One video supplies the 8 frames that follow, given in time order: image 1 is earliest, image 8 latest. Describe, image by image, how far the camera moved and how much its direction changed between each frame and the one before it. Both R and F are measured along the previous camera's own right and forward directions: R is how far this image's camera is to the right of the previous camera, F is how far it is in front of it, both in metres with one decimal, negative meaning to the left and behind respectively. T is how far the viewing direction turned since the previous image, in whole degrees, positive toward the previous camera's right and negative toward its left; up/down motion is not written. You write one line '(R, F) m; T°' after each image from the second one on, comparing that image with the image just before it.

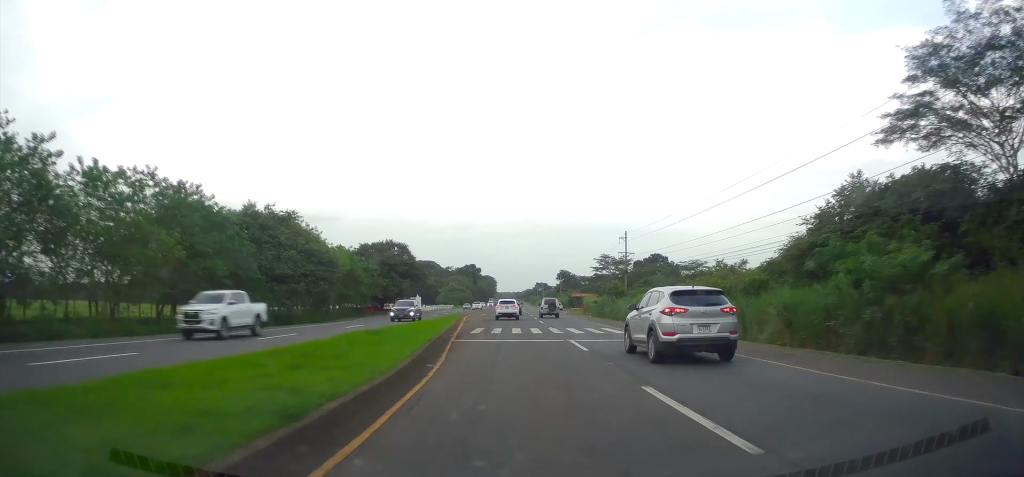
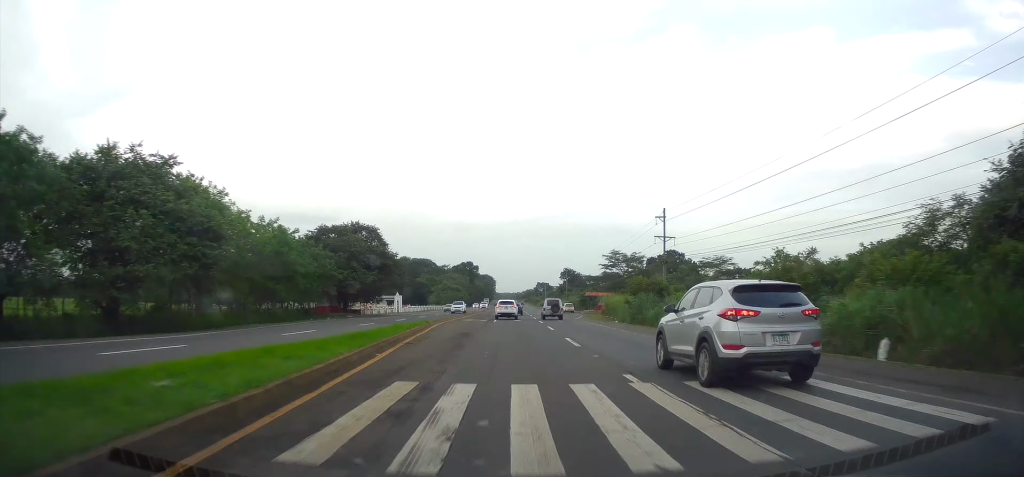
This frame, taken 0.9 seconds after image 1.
(-0.2, +21.7) m; 0°
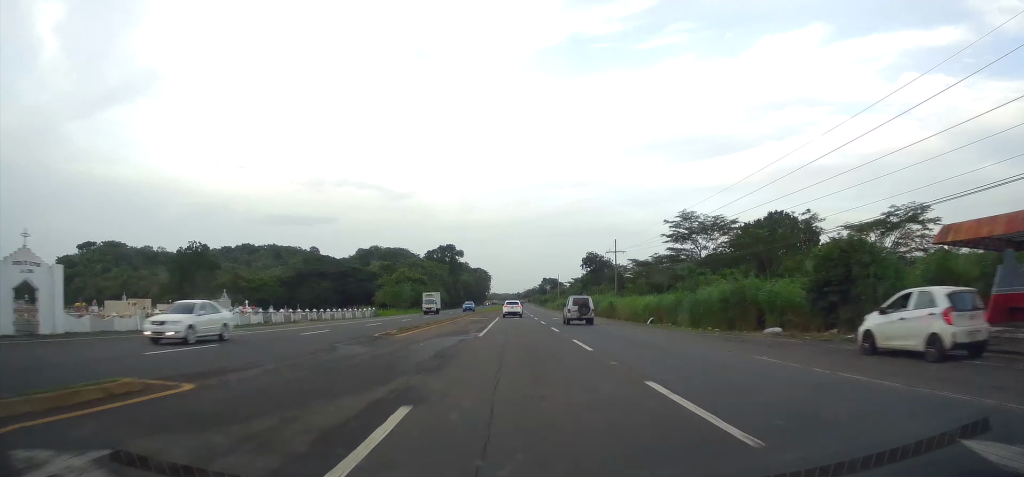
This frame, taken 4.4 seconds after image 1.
(+0.6, +82.0) m; +1°
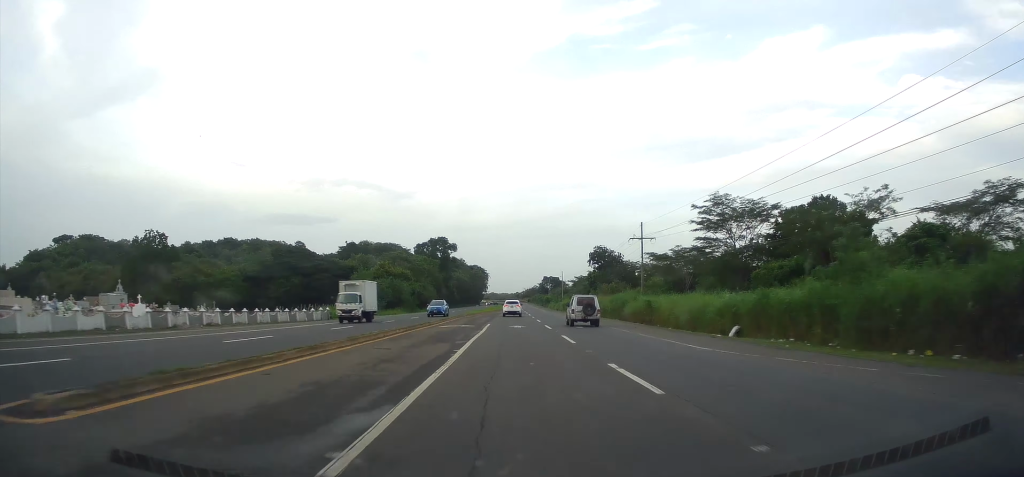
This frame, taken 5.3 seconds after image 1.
(+0.1, +19.4) m; 0°
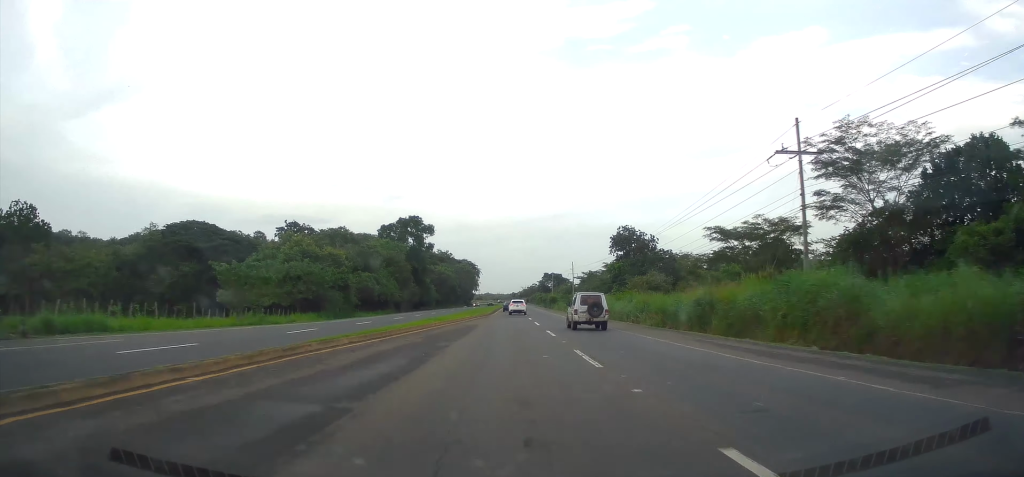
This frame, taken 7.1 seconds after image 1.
(+0.4, +42.5) m; 0°
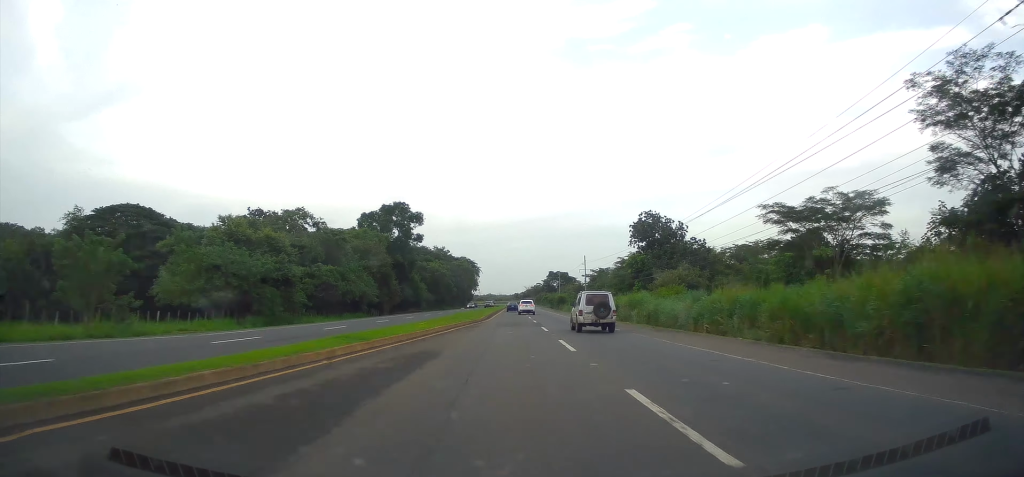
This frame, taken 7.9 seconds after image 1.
(-0.3, +19.2) m; 0°
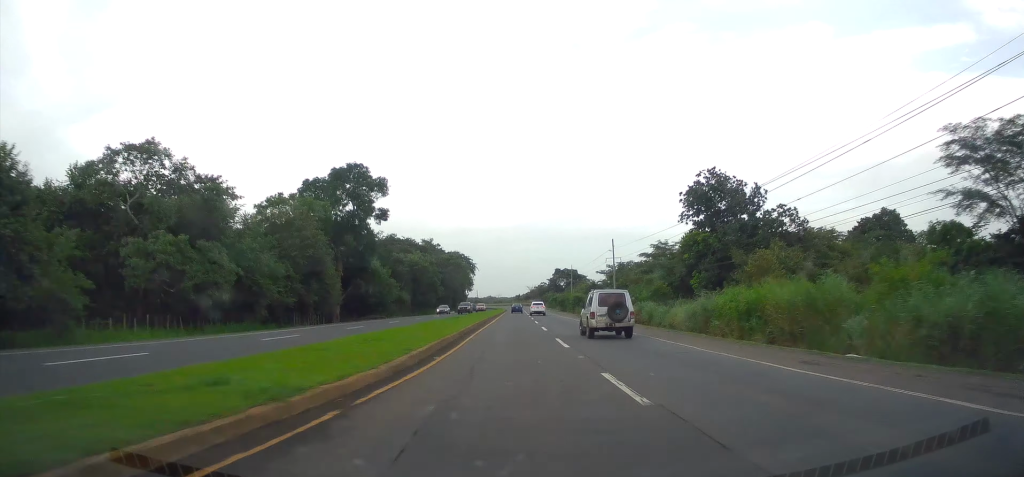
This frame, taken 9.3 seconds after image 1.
(-0.1, +32.4) m; 0°
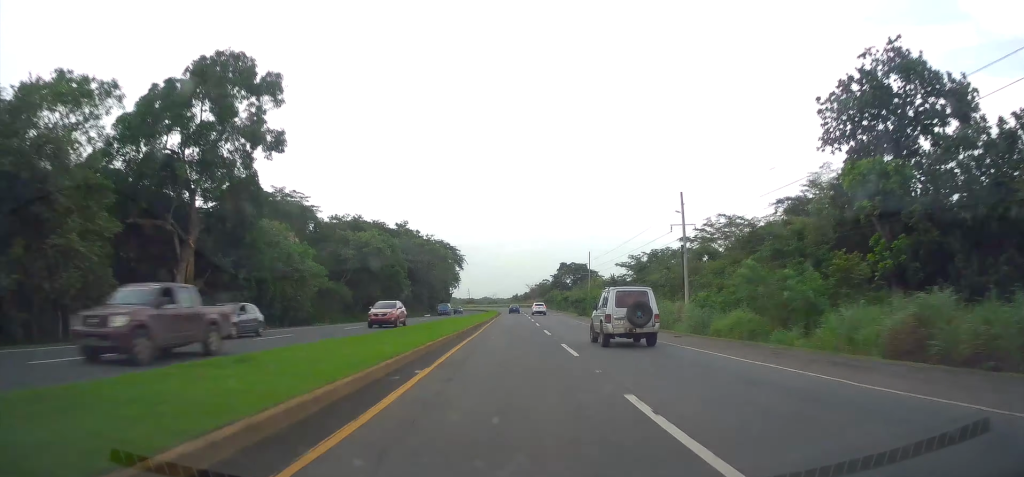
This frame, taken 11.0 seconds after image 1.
(+0.3, +37.8) m; 0°
